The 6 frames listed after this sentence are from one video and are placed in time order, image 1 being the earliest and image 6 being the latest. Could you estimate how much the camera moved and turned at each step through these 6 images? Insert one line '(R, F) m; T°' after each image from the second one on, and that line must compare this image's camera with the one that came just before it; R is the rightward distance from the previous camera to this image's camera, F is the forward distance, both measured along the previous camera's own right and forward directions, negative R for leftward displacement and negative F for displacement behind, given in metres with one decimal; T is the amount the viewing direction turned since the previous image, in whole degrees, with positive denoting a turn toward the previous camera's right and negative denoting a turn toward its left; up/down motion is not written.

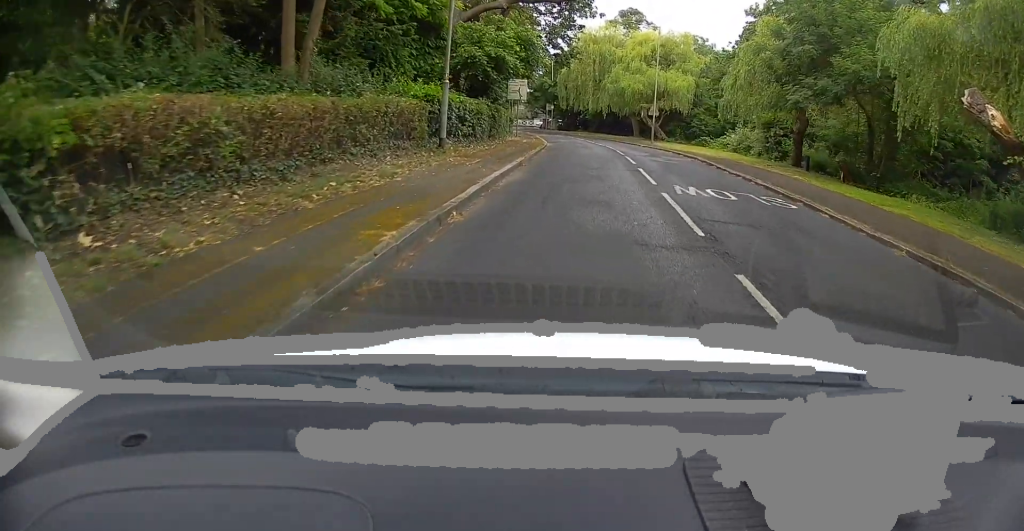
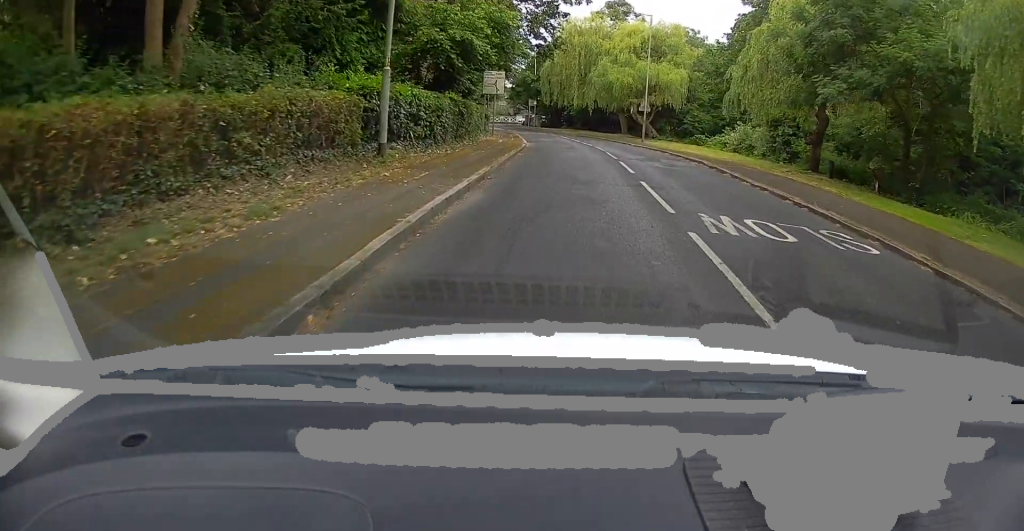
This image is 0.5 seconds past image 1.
(-0.1, +4.1) m; +1°
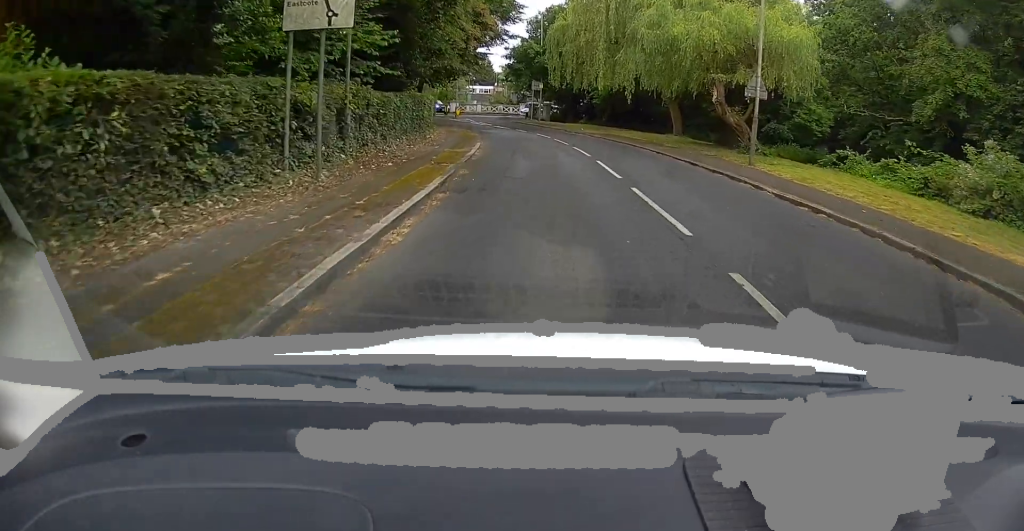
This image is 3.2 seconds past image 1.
(-0.5, +24.2) m; -5°
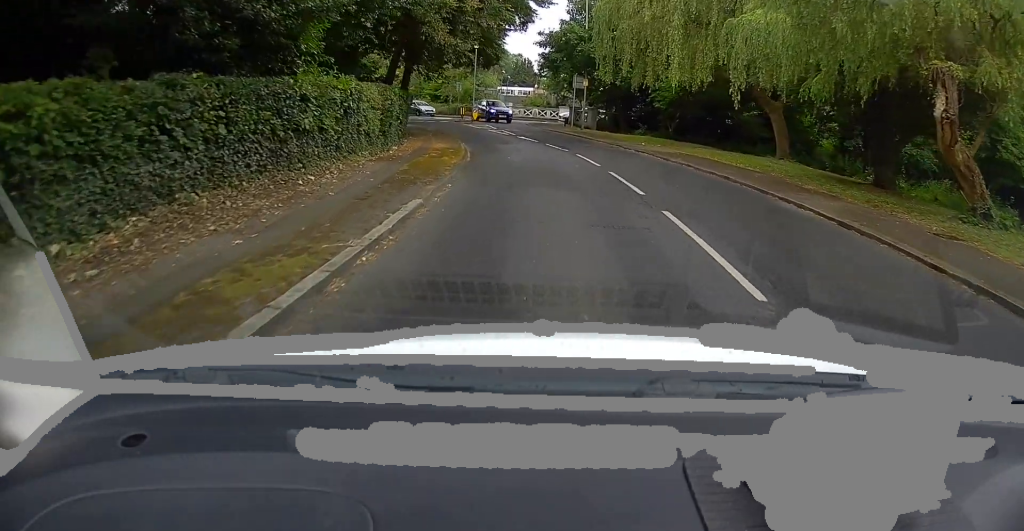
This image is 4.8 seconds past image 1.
(-0.4, +13.5) m; -6°
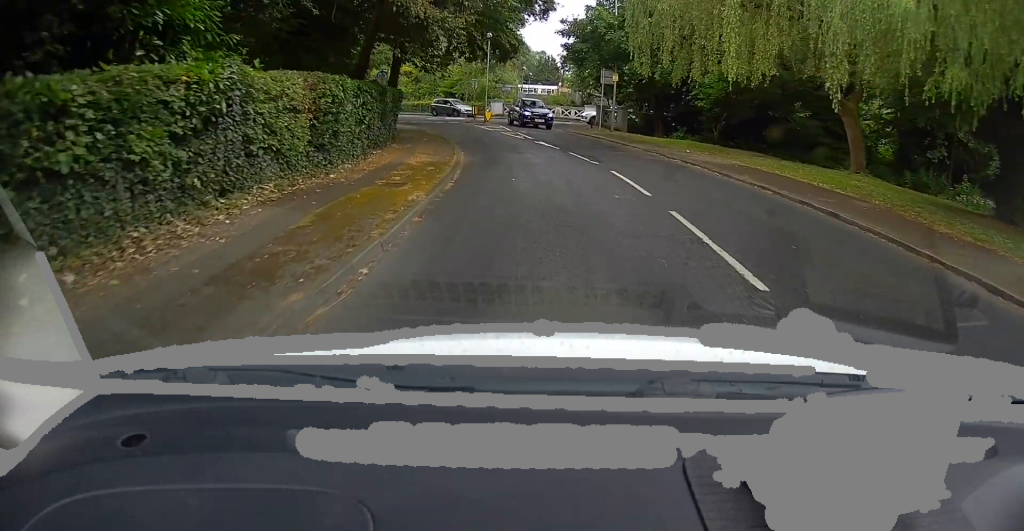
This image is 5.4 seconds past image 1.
(-0.2, +5.4) m; -3°
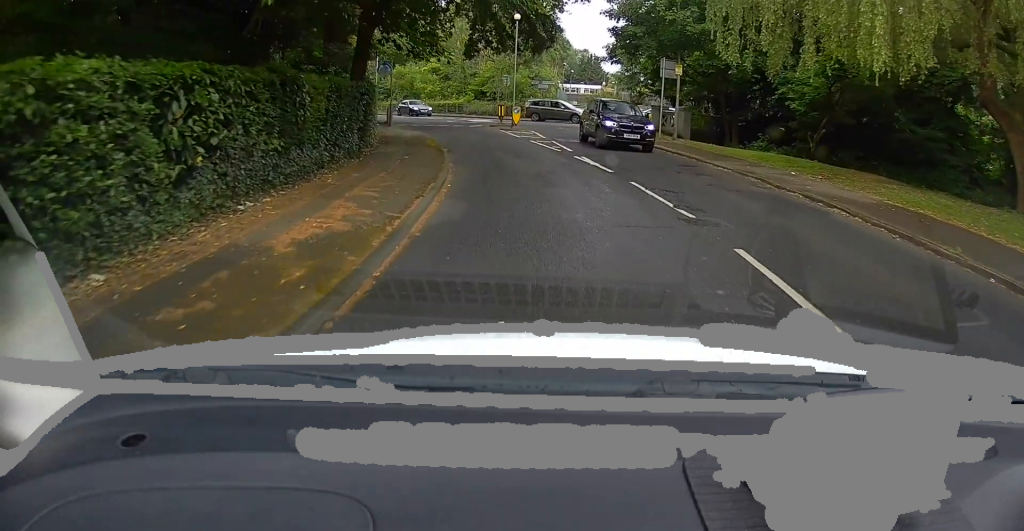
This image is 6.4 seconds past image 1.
(-0.4, +8.4) m; -4°
